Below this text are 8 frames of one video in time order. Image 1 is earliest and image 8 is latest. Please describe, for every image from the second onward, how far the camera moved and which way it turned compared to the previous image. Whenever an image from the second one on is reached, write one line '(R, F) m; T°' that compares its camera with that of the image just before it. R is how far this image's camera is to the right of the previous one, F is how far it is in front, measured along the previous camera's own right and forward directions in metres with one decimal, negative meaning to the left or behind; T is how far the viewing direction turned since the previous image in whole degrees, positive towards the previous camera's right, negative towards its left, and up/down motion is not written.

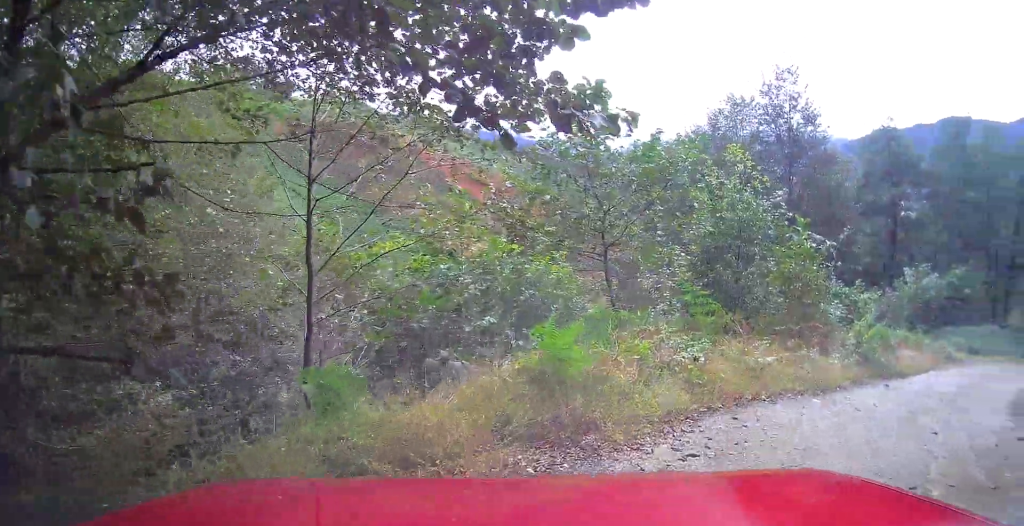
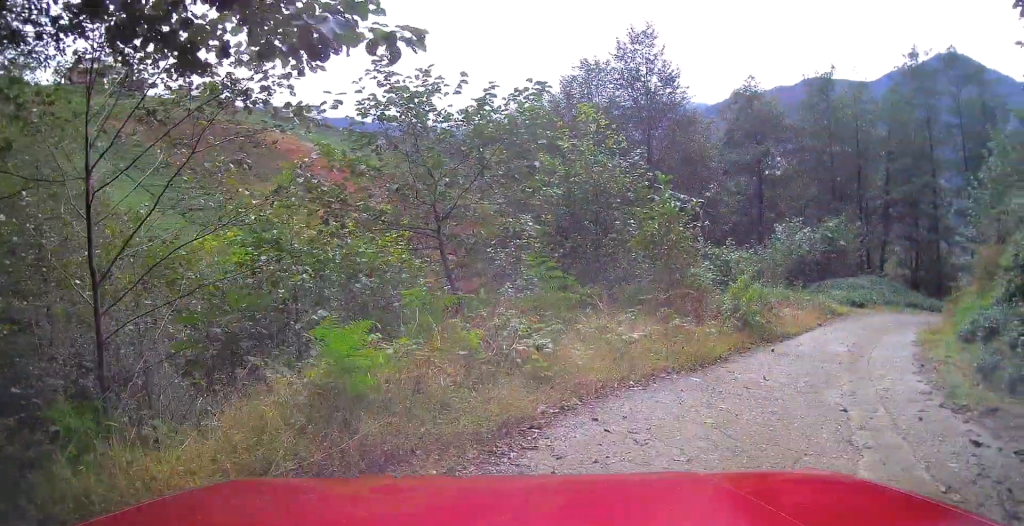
(+0.3, +1.2) m; +12°
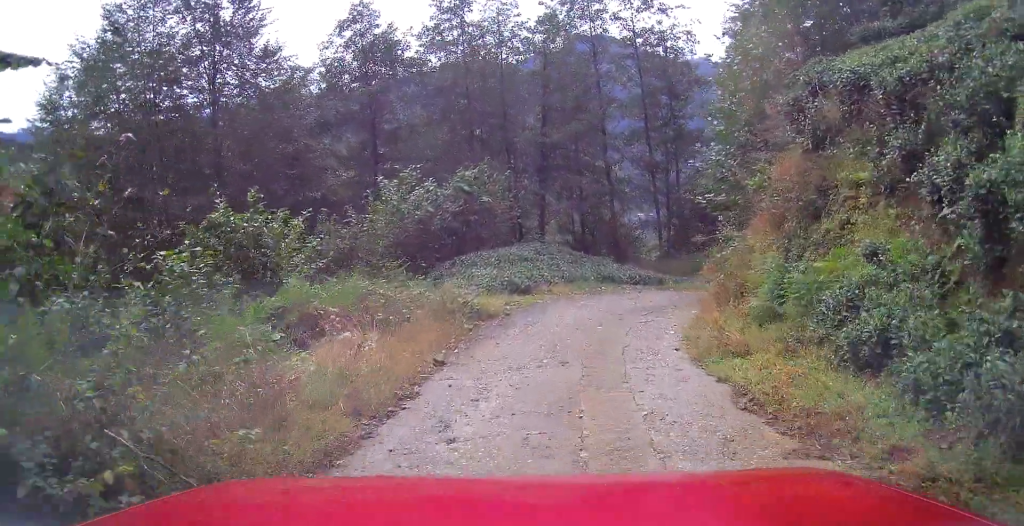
(+4.4, +9.1) m; +35°
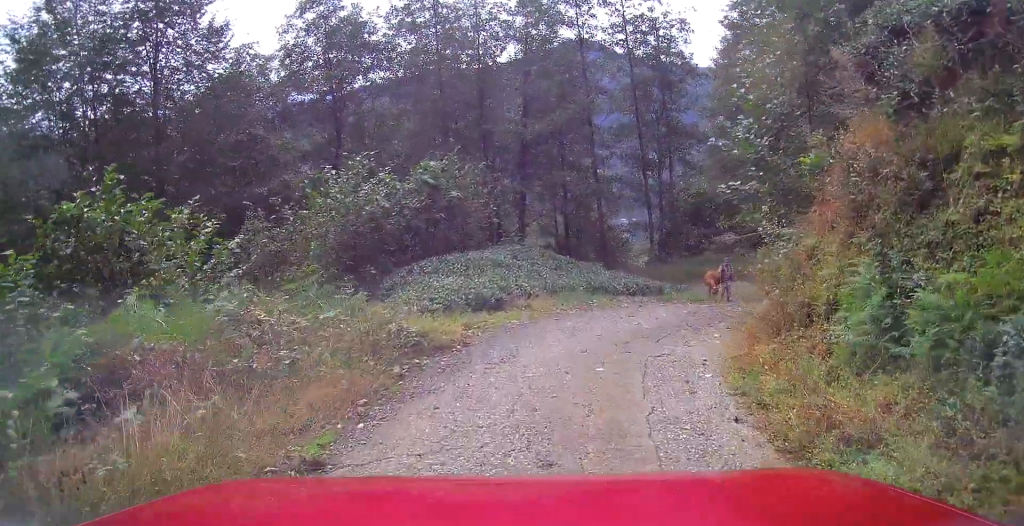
(0.0, +3.2) m; +2°
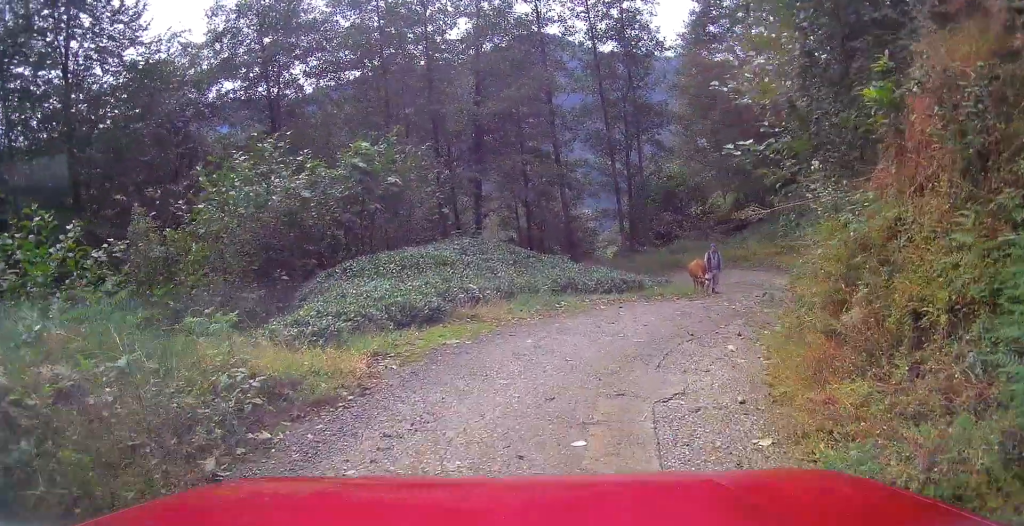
(-0.1, +3.0) m; +3°
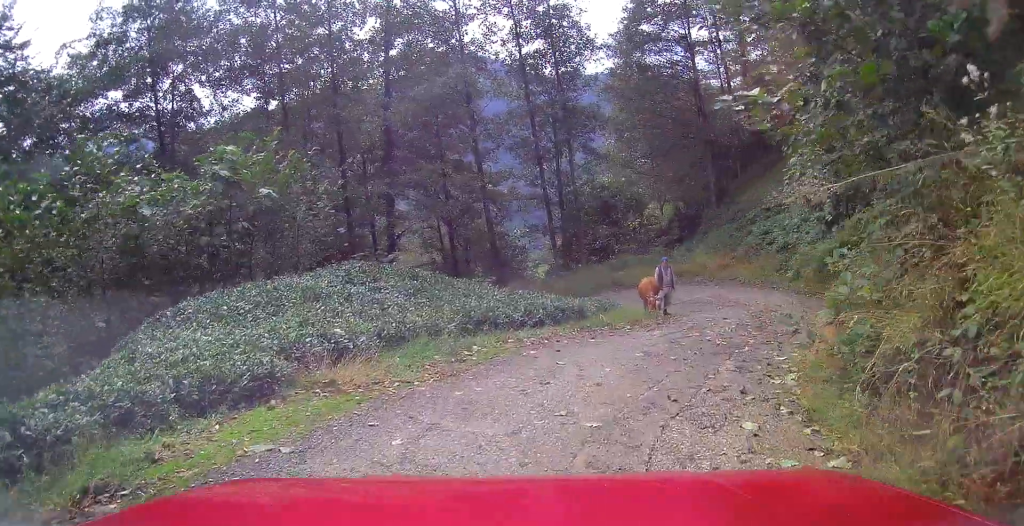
(+0.3, +3.4) m; +5°
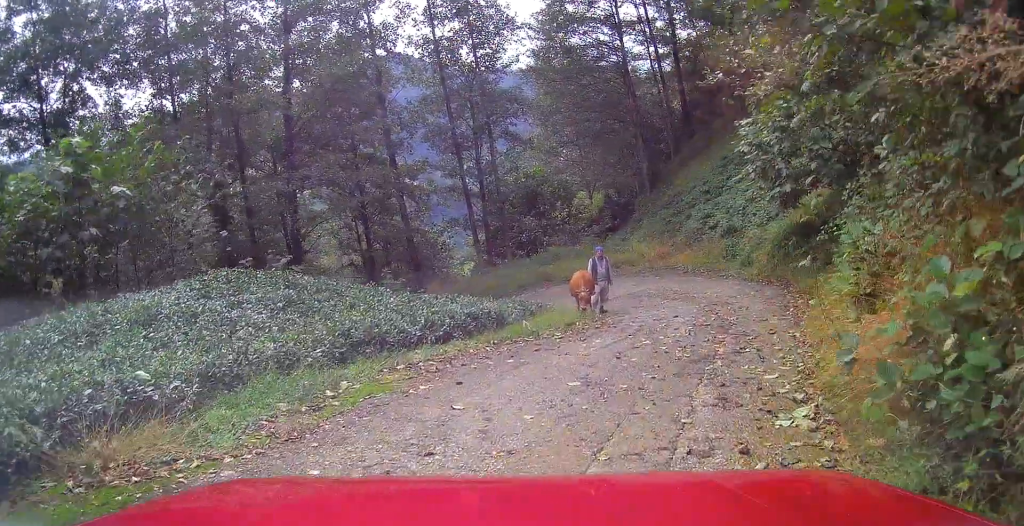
(+0.1, +2.4) m; +5°
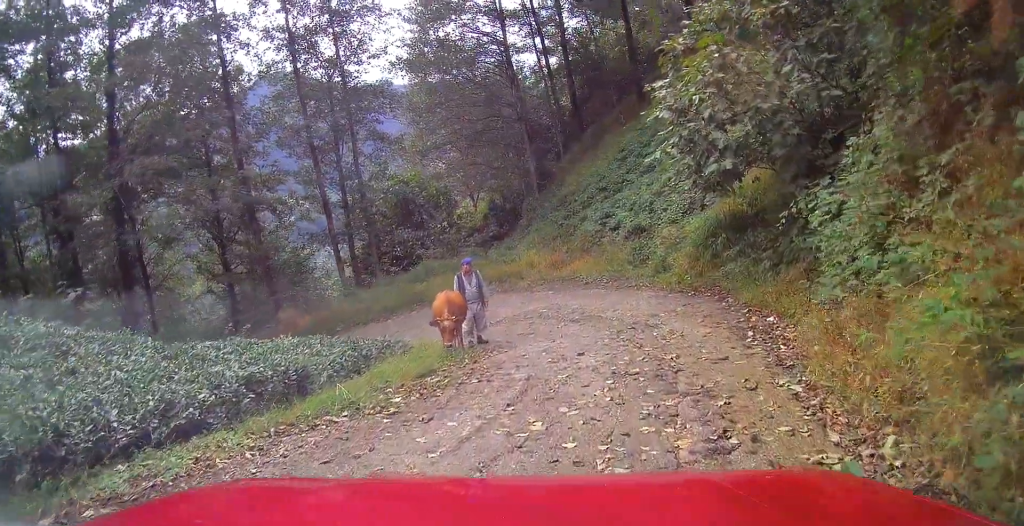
(+0.3, +3.8) m; +12°
